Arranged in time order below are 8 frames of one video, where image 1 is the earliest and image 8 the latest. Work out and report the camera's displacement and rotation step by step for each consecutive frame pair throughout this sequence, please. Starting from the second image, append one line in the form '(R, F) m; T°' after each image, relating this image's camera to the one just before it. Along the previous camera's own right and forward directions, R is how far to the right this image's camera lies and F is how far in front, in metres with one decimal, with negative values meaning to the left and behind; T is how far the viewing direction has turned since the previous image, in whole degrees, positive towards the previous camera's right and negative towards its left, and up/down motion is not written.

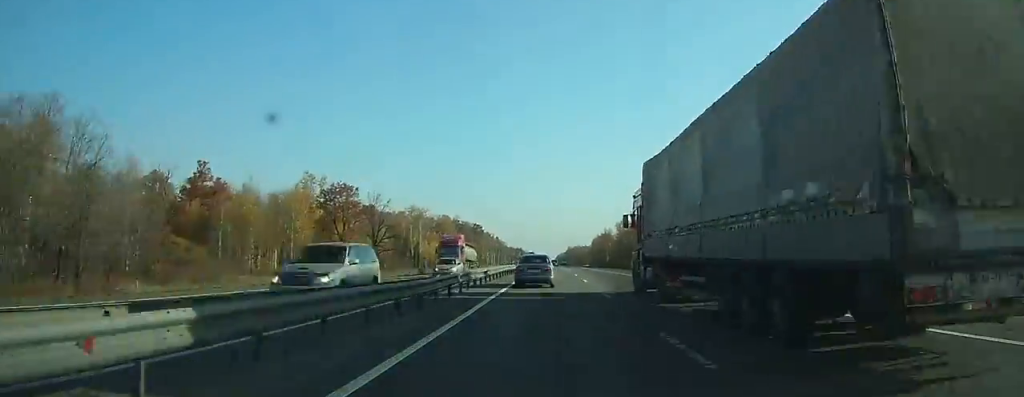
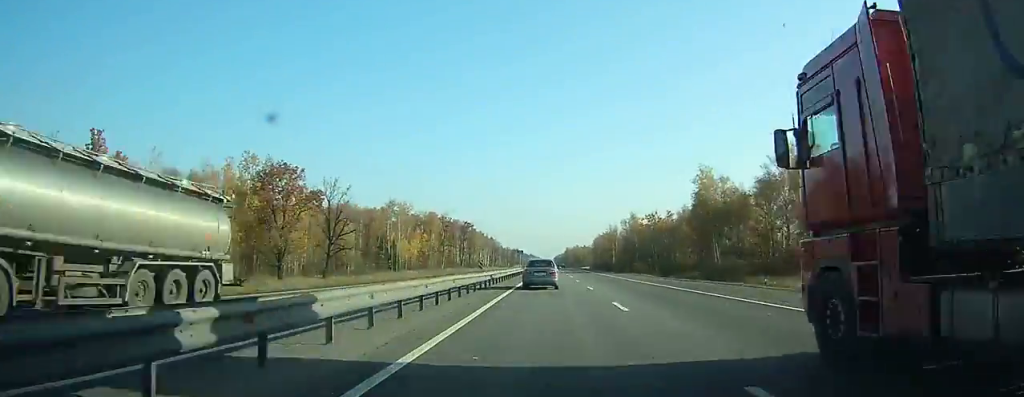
(+0.3, +27.6) m; +1°
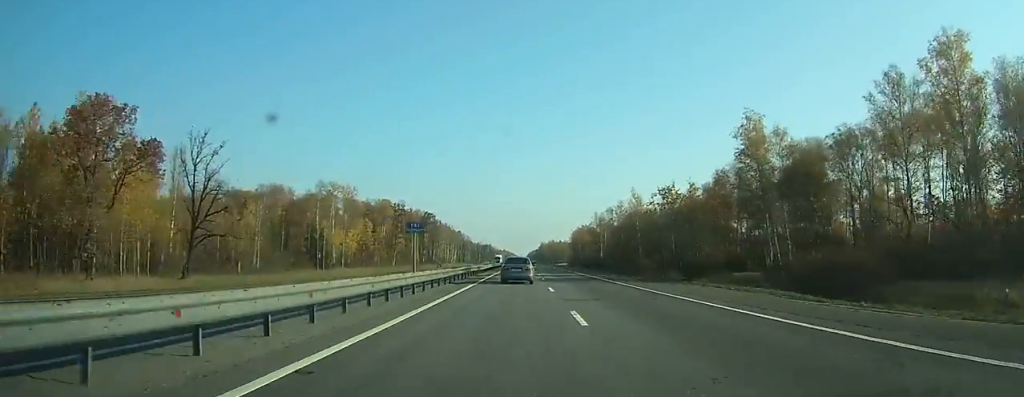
(+0.4, +39.6) m; +1°
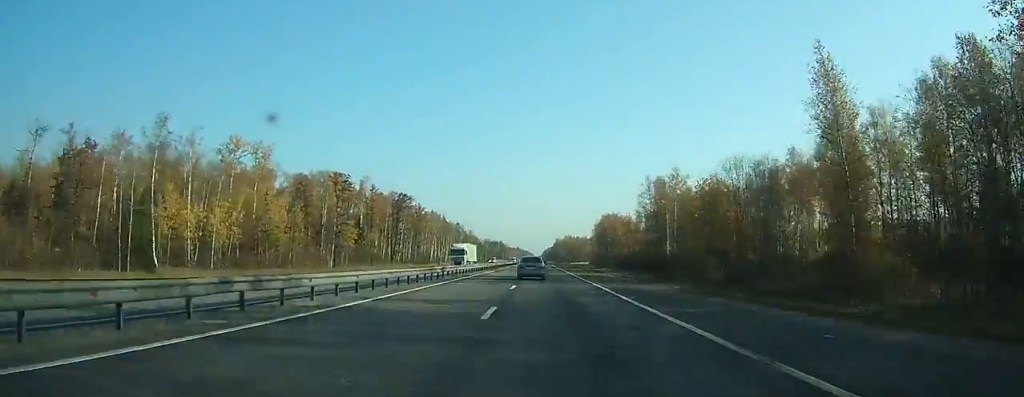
(+0.5, +74.4) m; 0°
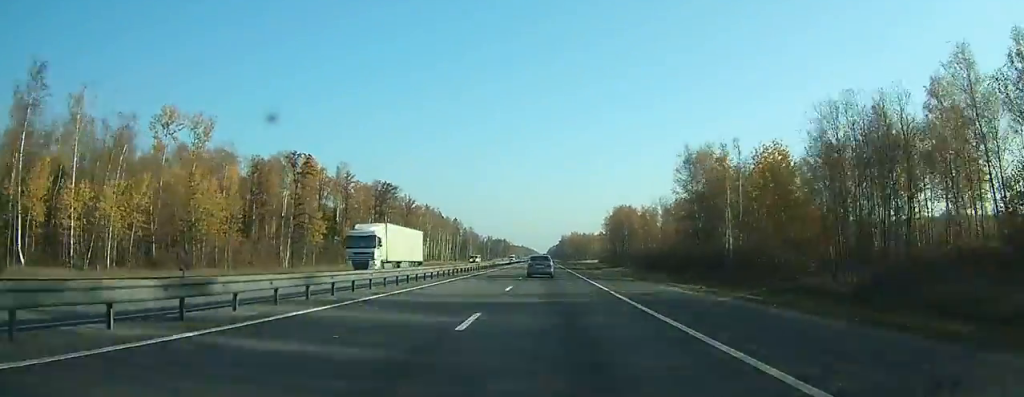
(-0.2, +28.2) m; 0°
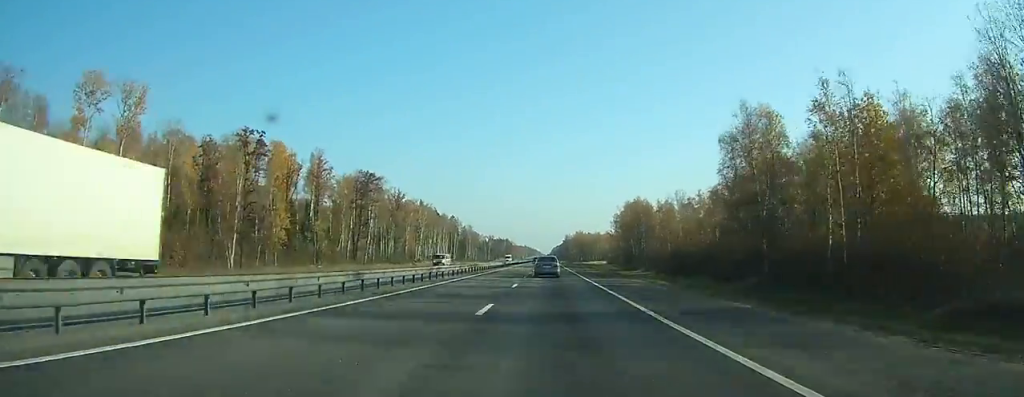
(-0.2, +23.1) m; 0°
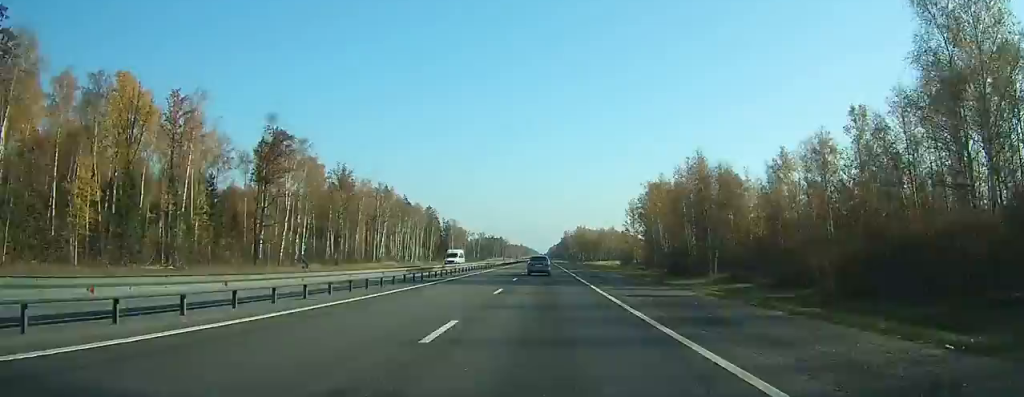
(0.0, +54.7) m; 0°
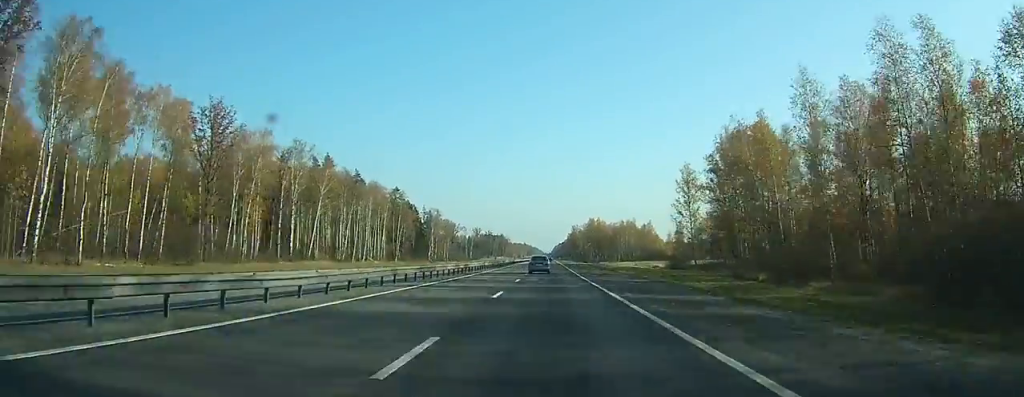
(-0.3, +65.1) m; 0°
